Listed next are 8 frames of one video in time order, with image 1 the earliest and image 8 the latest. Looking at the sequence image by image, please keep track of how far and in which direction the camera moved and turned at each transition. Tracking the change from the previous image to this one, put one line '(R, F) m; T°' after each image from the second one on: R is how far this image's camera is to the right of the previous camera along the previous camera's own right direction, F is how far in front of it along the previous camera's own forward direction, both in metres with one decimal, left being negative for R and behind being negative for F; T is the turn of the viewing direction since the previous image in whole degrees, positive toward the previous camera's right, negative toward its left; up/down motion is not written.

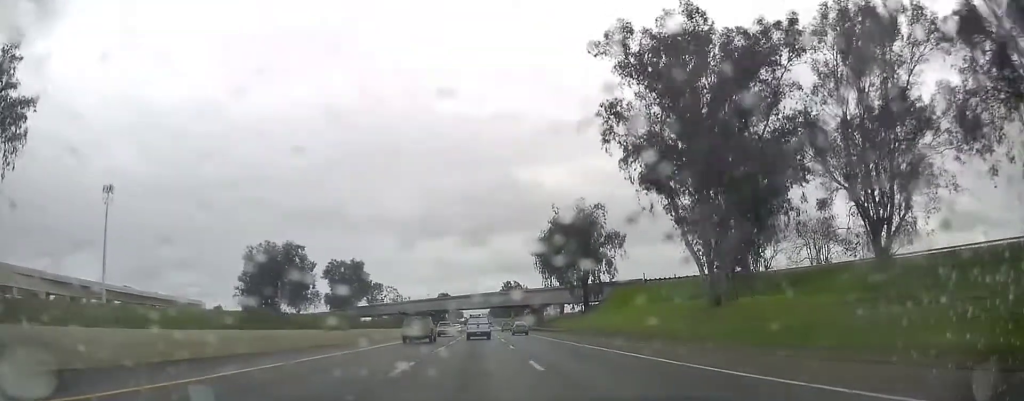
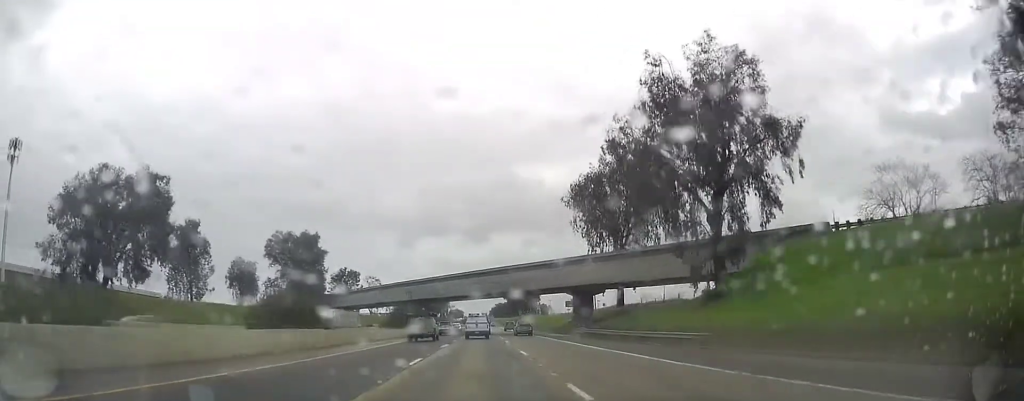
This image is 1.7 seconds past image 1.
(0.0, +52.3) m; +1°
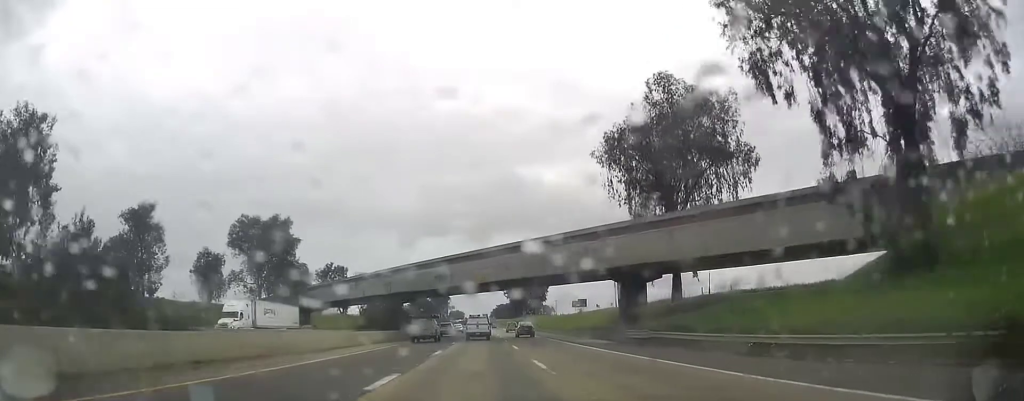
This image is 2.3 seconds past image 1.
(+0.1, +19.4) m; 0°
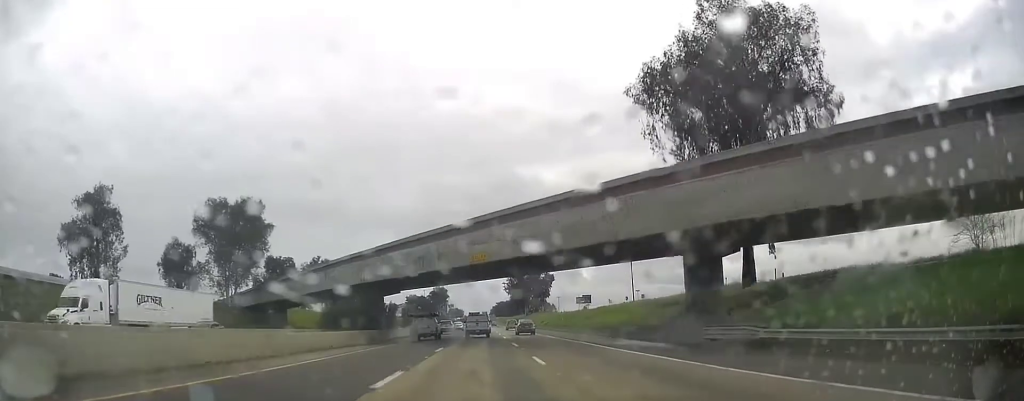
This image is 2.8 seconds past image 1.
(+0.2, +14.3) m; 0°
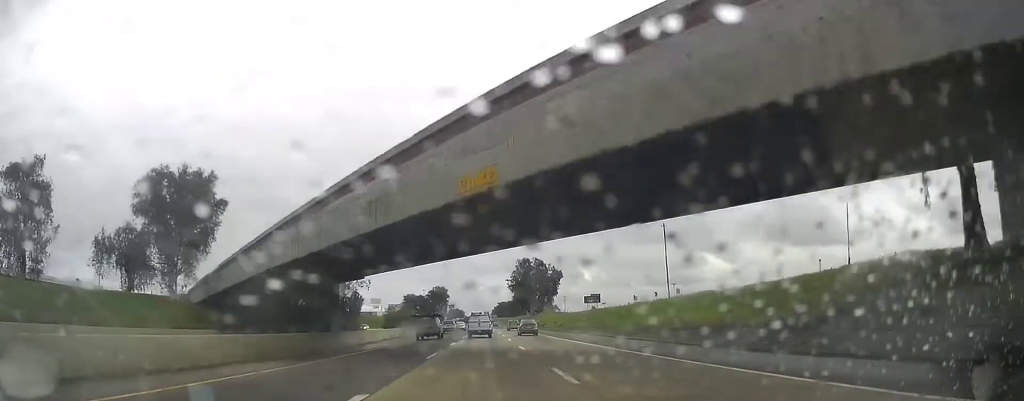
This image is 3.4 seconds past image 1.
(-0.2, +19.4) m; 0°
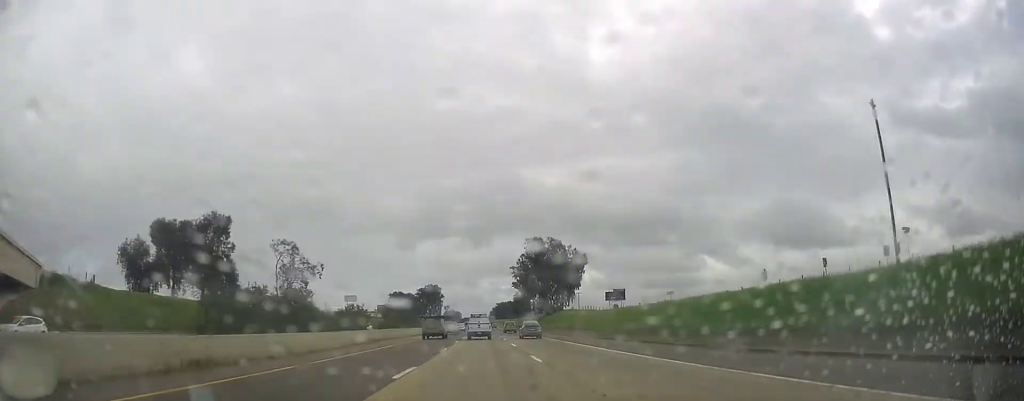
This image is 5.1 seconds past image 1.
(-0.2, +52.2) m; 0°
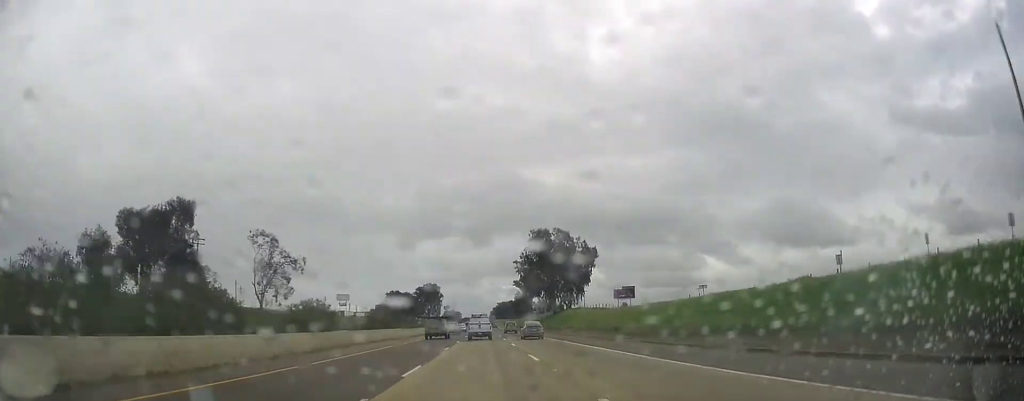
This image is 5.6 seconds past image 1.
(0.0, +13.3) m; 0°
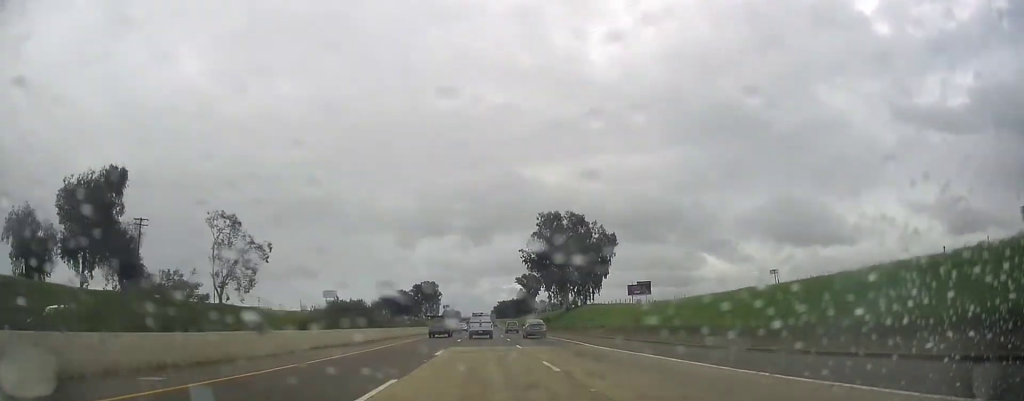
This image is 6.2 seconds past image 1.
(0.0, +18.5) m; 0°
